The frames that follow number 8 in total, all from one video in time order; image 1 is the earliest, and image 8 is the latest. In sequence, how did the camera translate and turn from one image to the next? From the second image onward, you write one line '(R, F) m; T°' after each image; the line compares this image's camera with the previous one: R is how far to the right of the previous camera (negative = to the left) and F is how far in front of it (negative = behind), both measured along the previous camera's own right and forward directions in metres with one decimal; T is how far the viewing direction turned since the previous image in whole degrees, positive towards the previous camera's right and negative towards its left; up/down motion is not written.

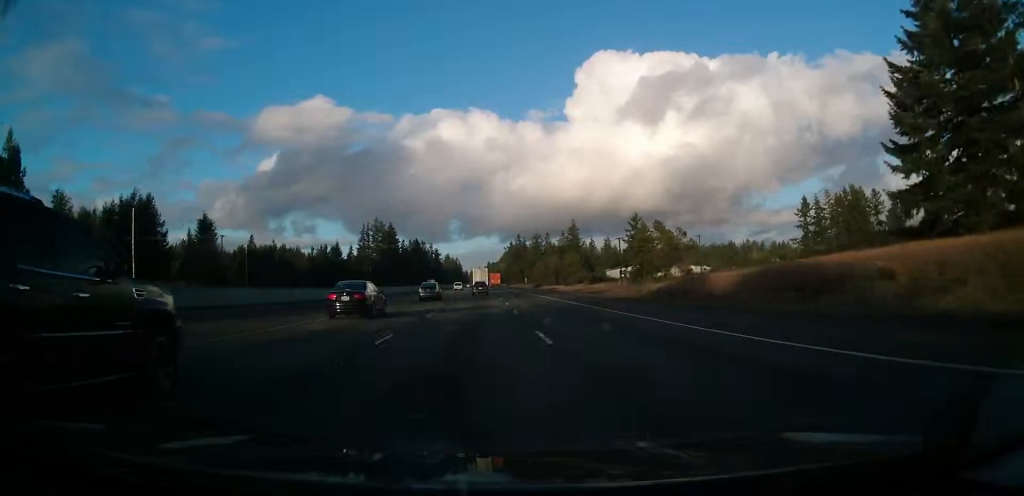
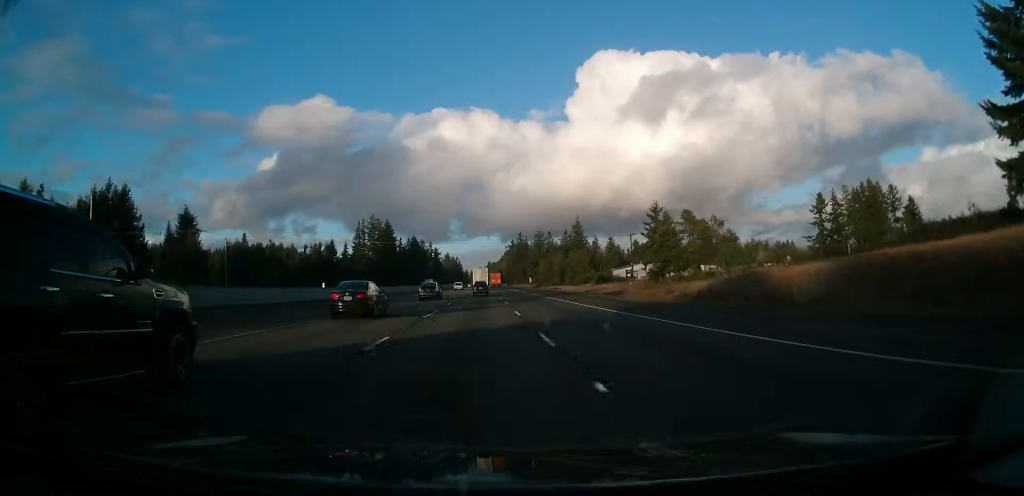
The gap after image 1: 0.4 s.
(-0.2, +12.8) m; 0°
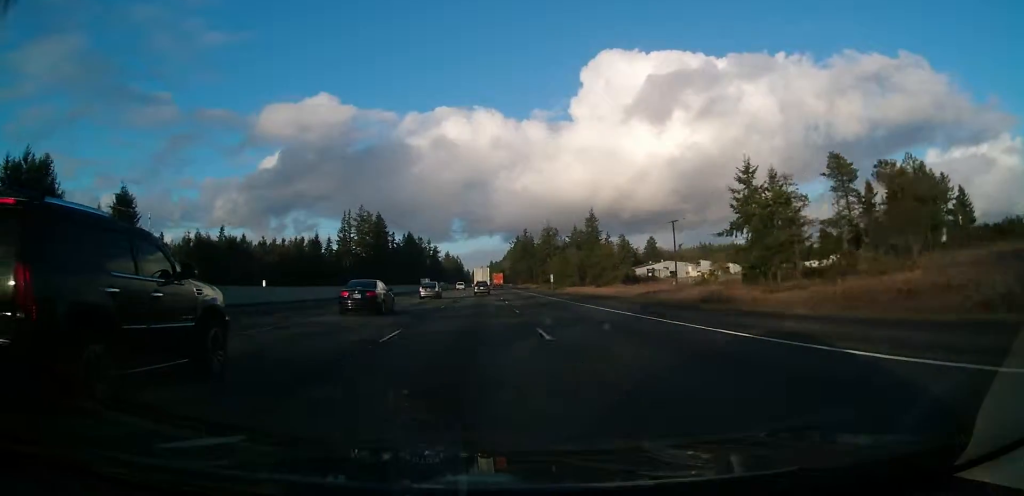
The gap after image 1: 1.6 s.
(-0.2, +34.7) m; 0°
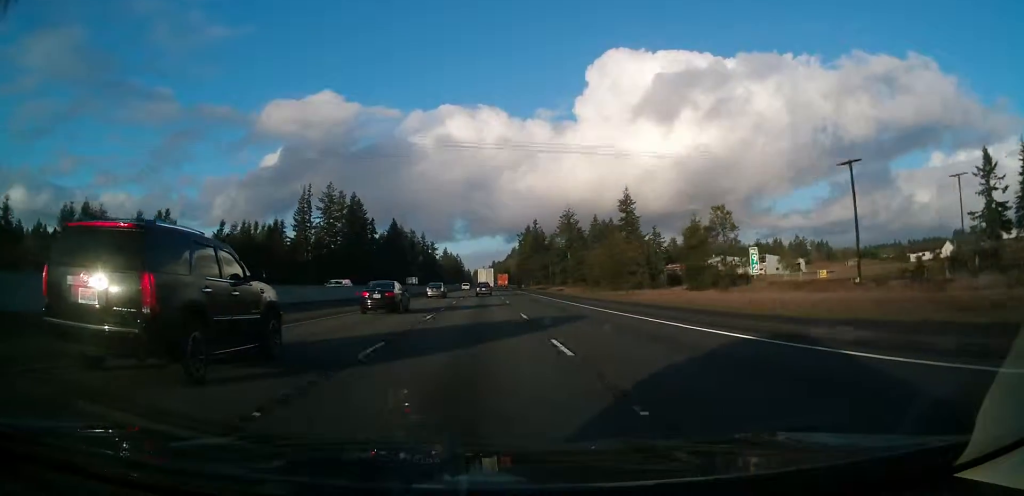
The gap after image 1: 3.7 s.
(-0.6, +64.2) m; 0°
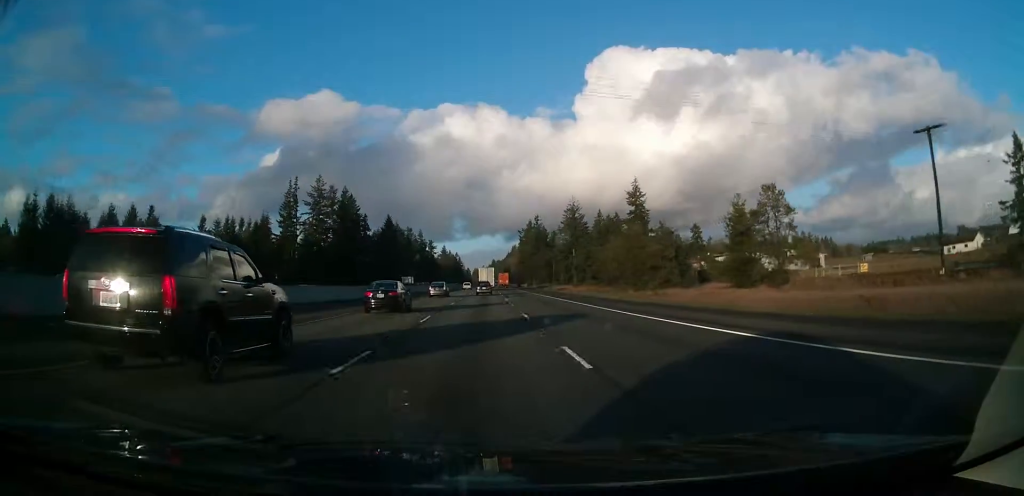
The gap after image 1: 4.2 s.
(0.0, +14.0) m; 0°
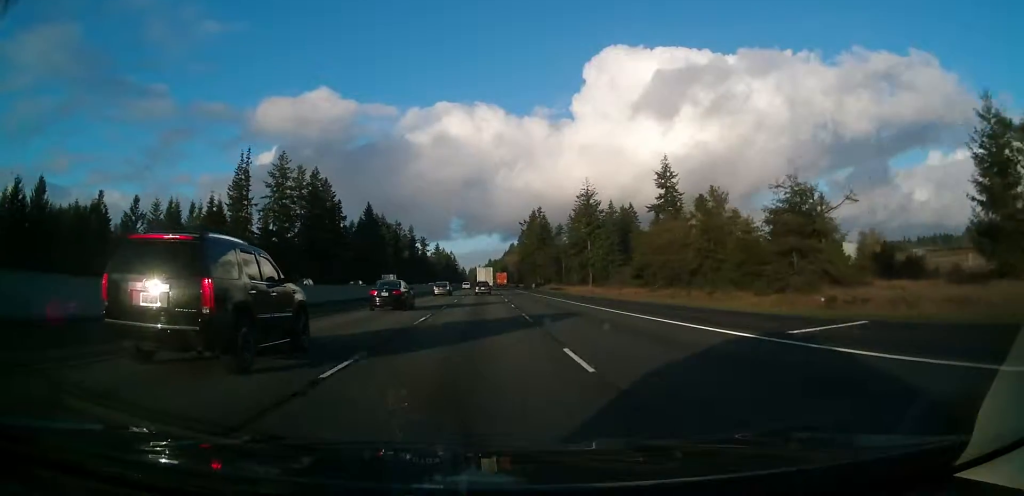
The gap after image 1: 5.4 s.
(+0.2, +37.1) m; 0°
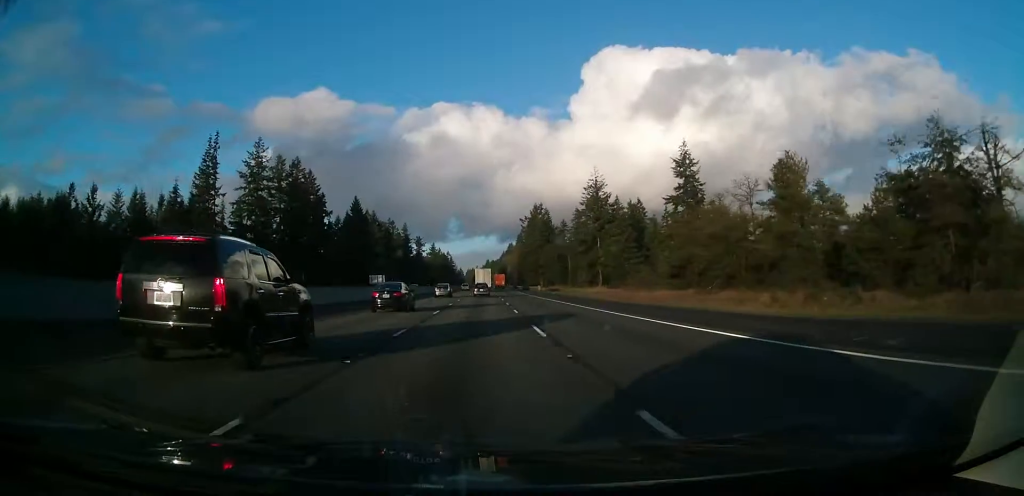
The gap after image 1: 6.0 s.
(0.0, +18.0) m; 0°
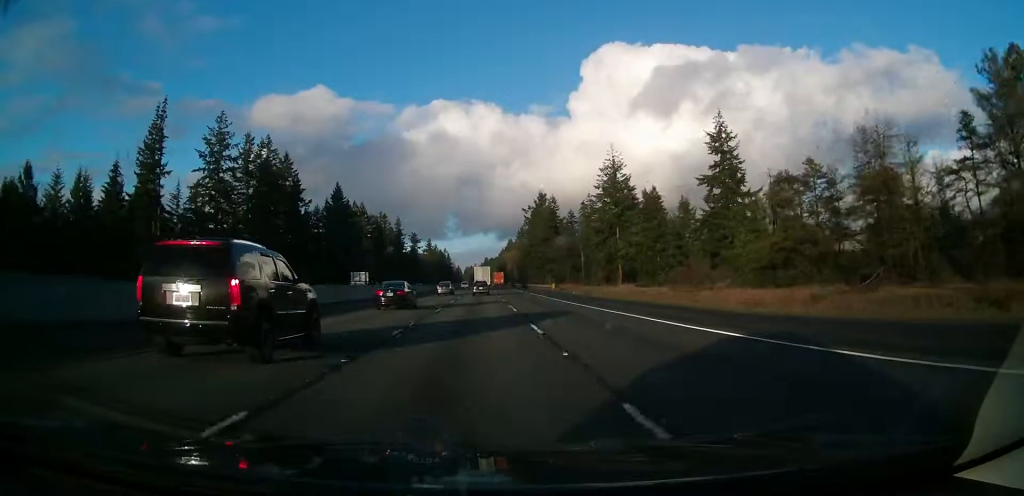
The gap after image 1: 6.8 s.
(+0.1, +24.1) m; 0°
